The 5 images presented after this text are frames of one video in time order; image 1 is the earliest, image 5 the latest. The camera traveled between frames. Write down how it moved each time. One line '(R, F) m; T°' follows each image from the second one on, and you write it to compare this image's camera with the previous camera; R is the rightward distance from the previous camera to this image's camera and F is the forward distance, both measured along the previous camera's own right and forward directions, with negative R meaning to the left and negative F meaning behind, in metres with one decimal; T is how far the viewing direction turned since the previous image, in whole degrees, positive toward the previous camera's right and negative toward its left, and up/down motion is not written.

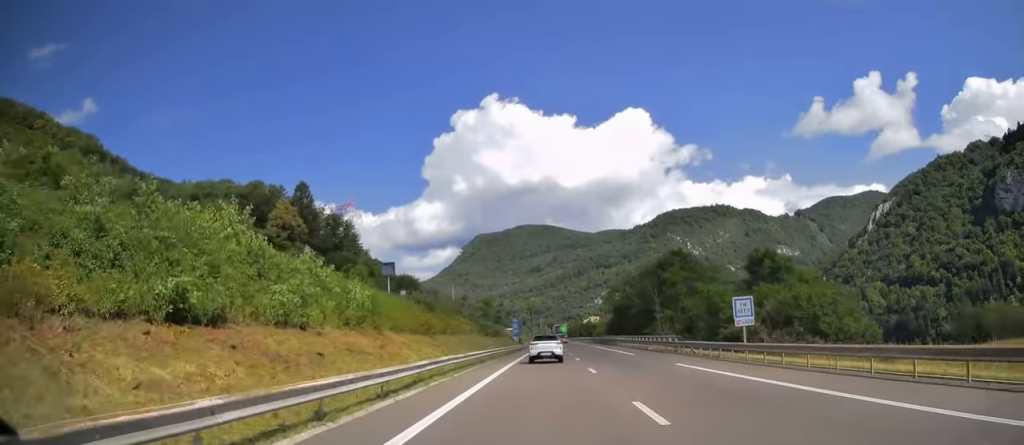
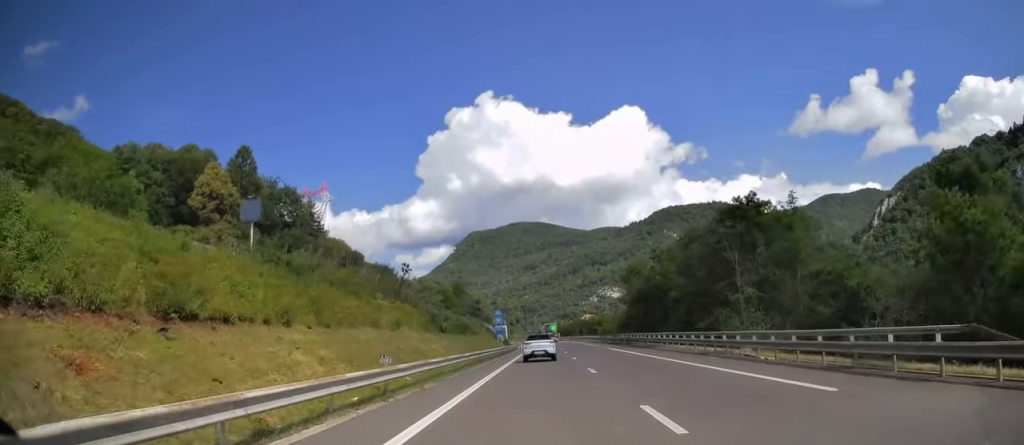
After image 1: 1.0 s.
(+0.3, +27.3) m; 0°
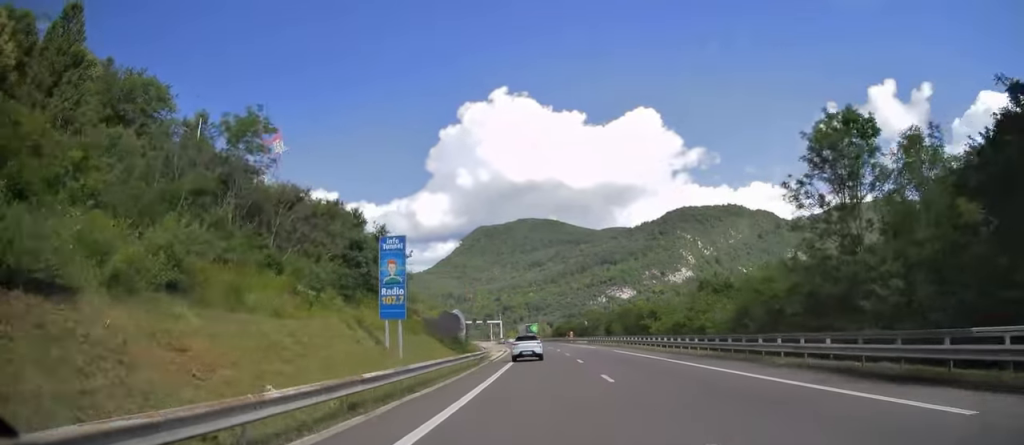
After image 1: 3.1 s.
(0.0, +55.8) m; 0°
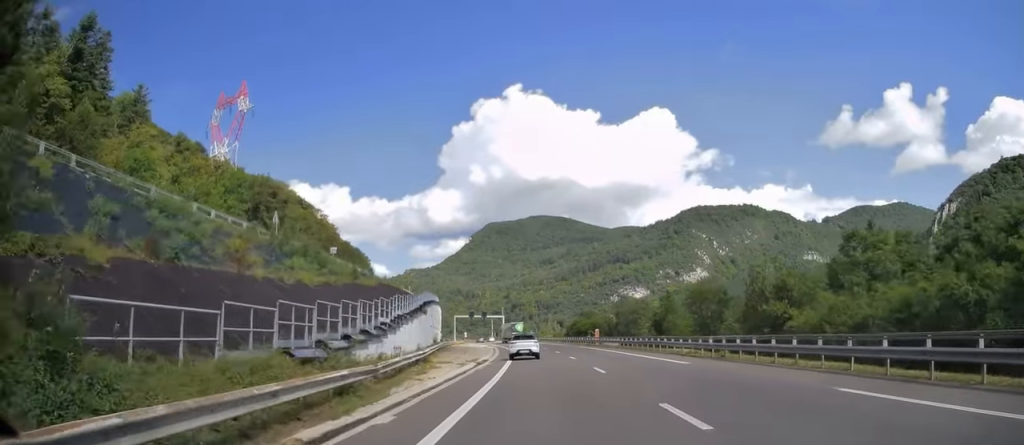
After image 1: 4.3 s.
(-0.2, +34.6) m; -1°
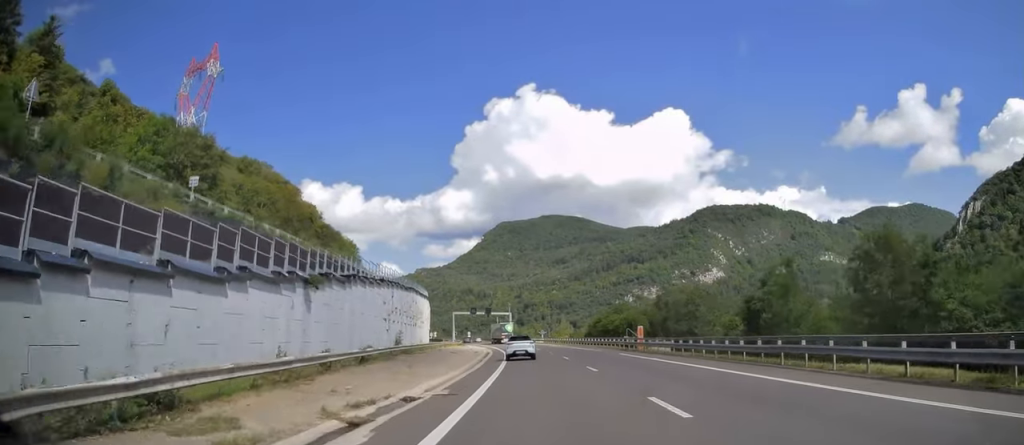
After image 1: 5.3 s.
(-0.2, +24.6) m; -1°
